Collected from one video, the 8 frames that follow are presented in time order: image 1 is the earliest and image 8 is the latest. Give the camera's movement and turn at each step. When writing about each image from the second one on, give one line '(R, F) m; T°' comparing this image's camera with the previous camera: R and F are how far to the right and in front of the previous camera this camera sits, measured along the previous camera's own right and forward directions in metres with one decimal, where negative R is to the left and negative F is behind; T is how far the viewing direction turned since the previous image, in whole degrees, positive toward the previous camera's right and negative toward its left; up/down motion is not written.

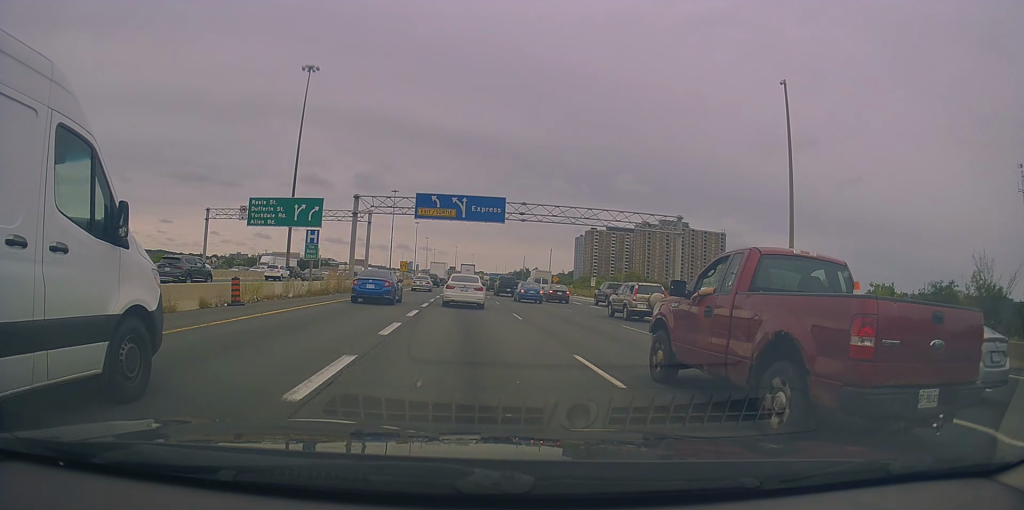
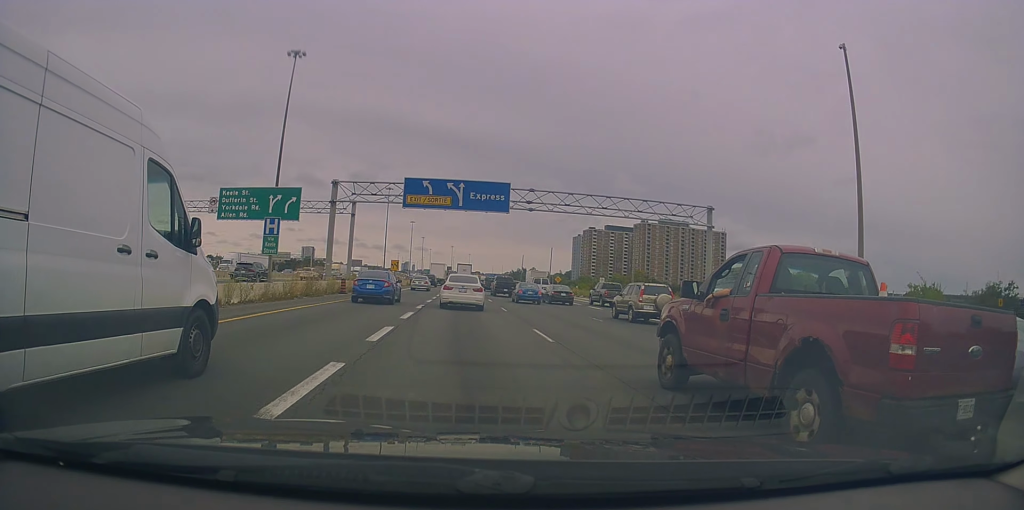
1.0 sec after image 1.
(0.0, +7.2) m; 0°
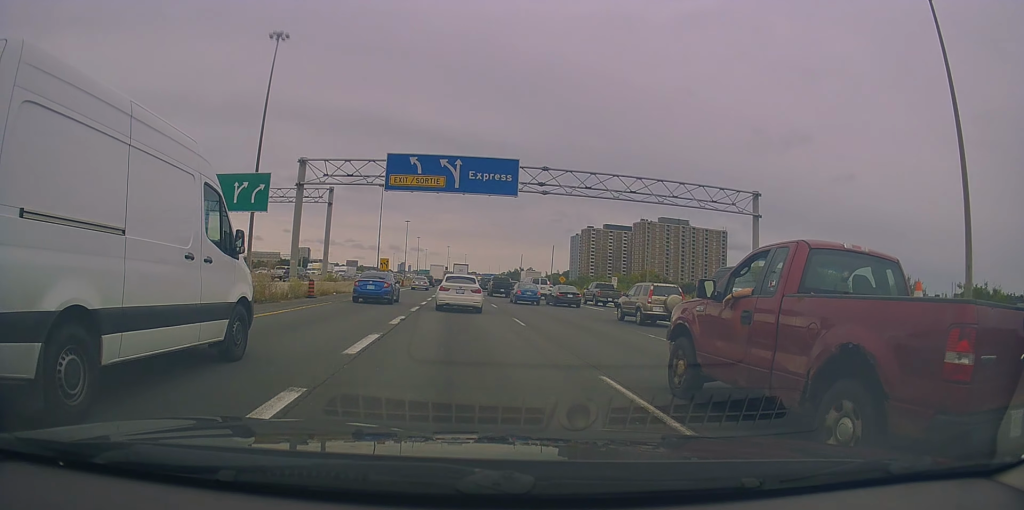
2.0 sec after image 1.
(+0.1, +7.9) m; 0°
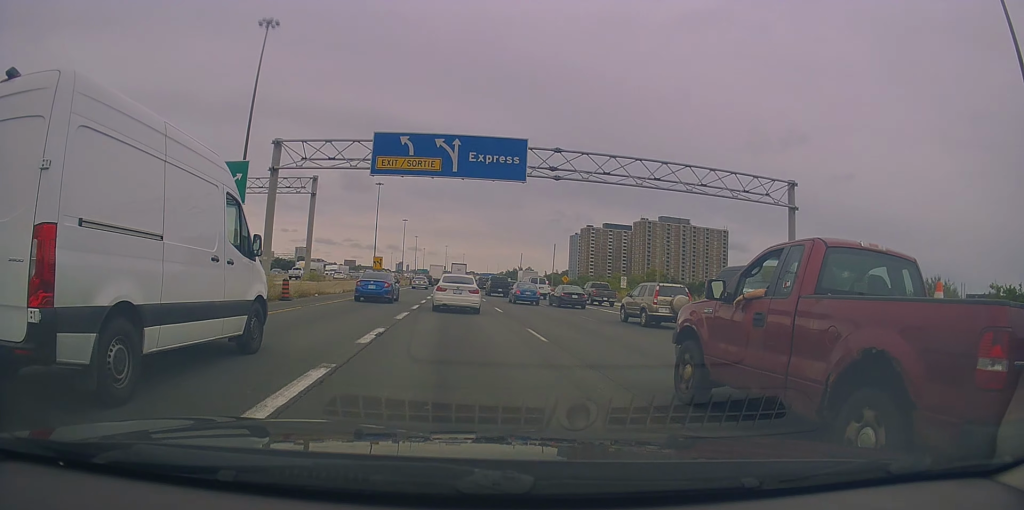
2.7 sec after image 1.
(0.0, +4.6) m; 0°
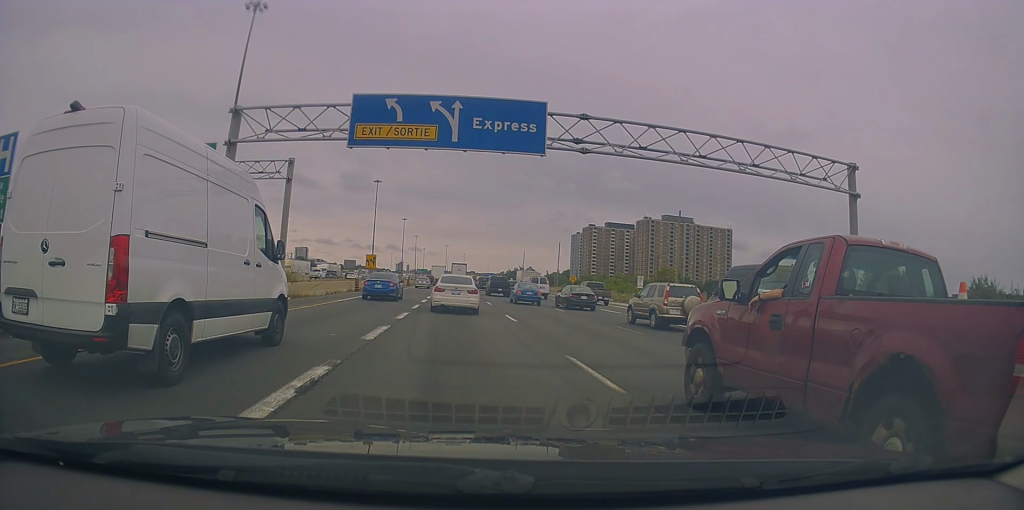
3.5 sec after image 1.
(0.0, +5.9) m; +3°
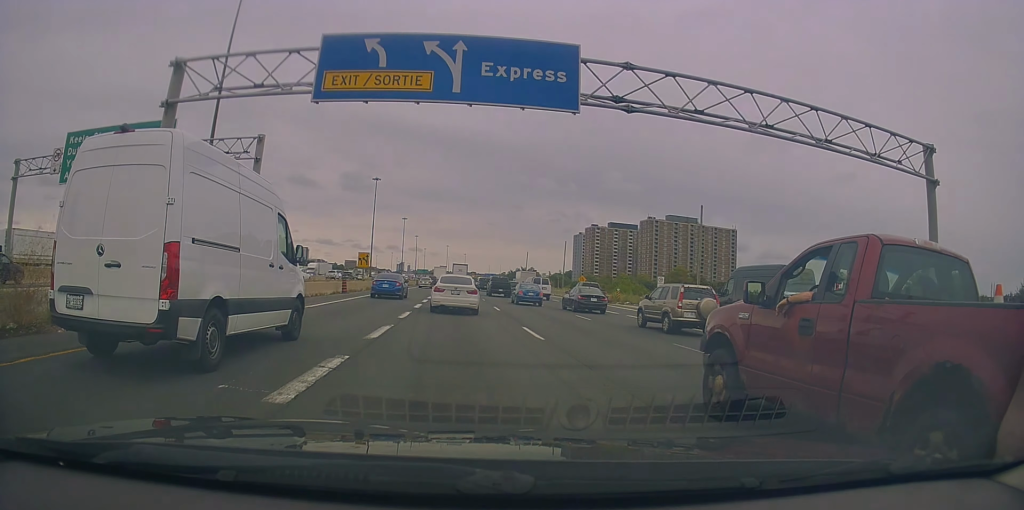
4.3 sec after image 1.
(+0.3, +5.7) m; +1°
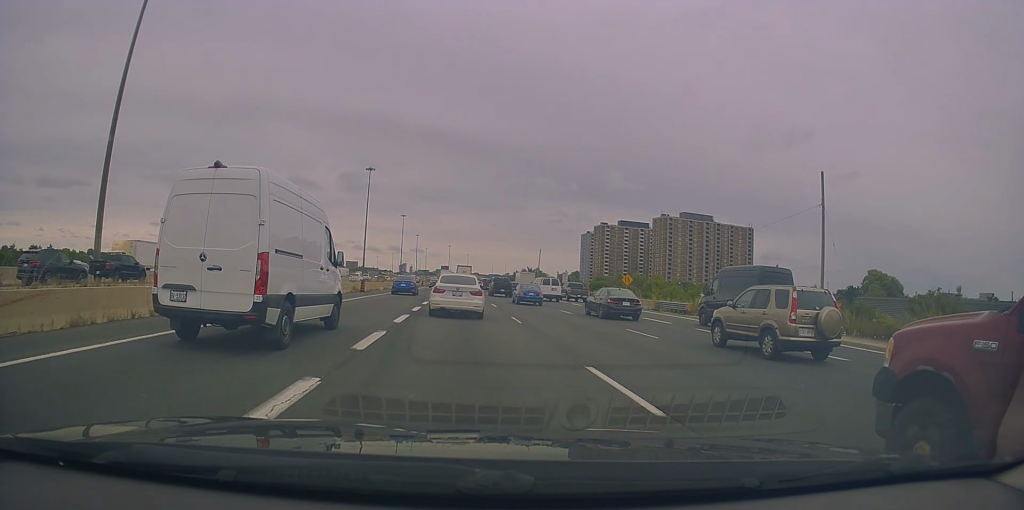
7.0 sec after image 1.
(-1.0, +20.6) m; -5°
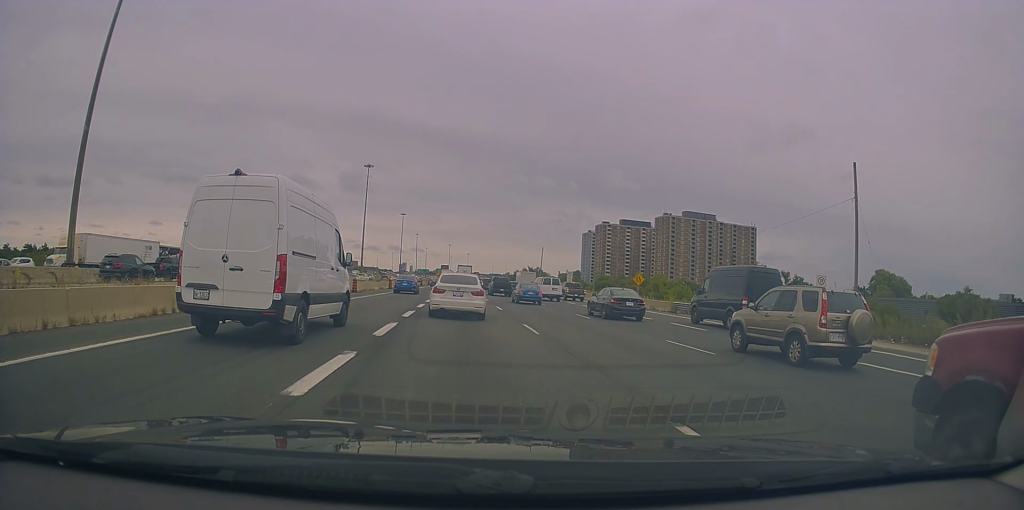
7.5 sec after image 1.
(+0.1, +3.8) m; -2°
